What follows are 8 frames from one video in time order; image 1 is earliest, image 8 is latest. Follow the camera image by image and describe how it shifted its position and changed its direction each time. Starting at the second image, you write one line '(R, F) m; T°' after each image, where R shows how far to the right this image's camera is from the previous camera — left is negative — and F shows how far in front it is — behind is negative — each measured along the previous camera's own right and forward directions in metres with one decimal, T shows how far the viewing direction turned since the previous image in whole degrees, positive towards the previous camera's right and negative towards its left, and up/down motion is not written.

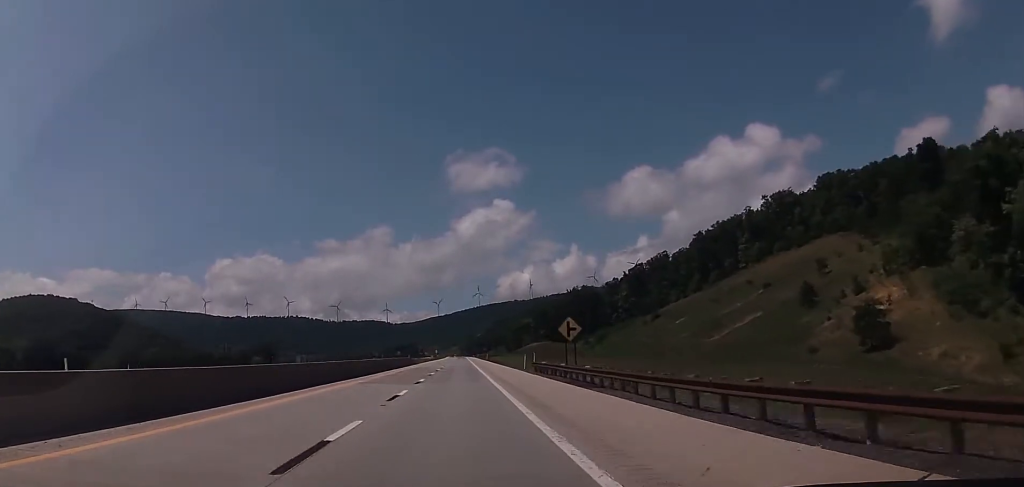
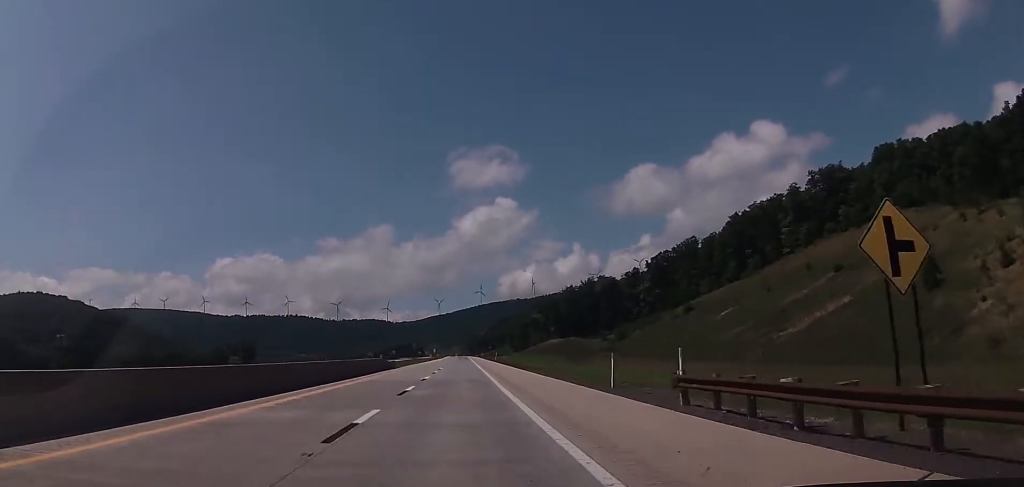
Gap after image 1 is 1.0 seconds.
(-0.1, +33.8) m; 0°
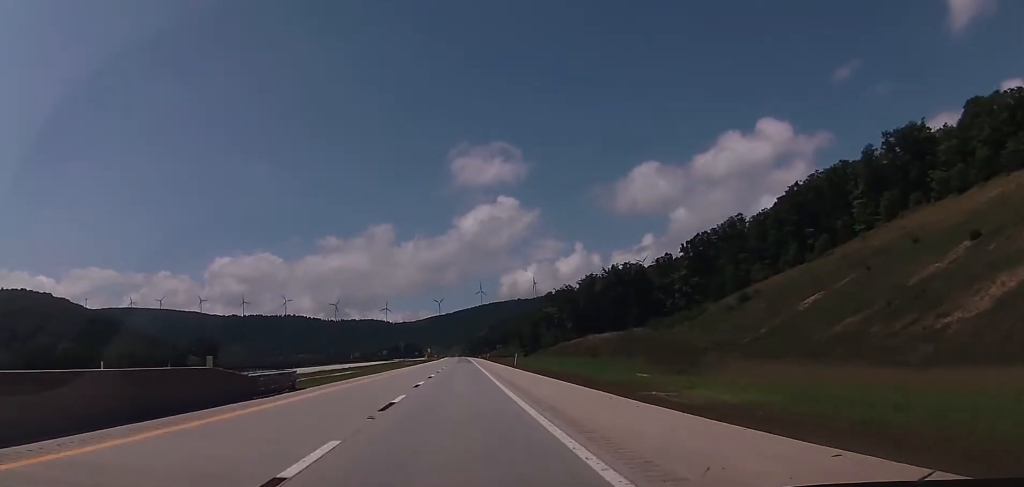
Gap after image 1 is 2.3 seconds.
(-0.1, +42.5) m; 0°
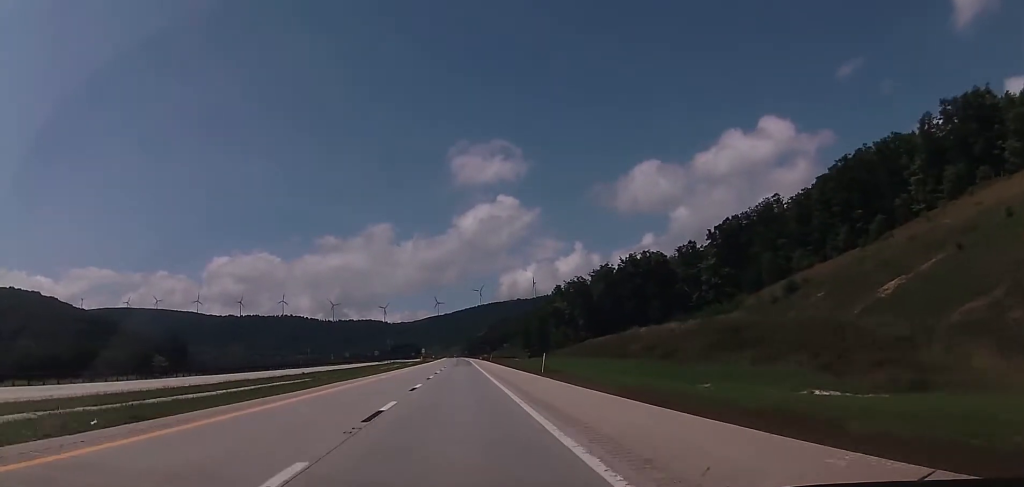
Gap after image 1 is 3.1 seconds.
(0.0, +26.3) m; 0°
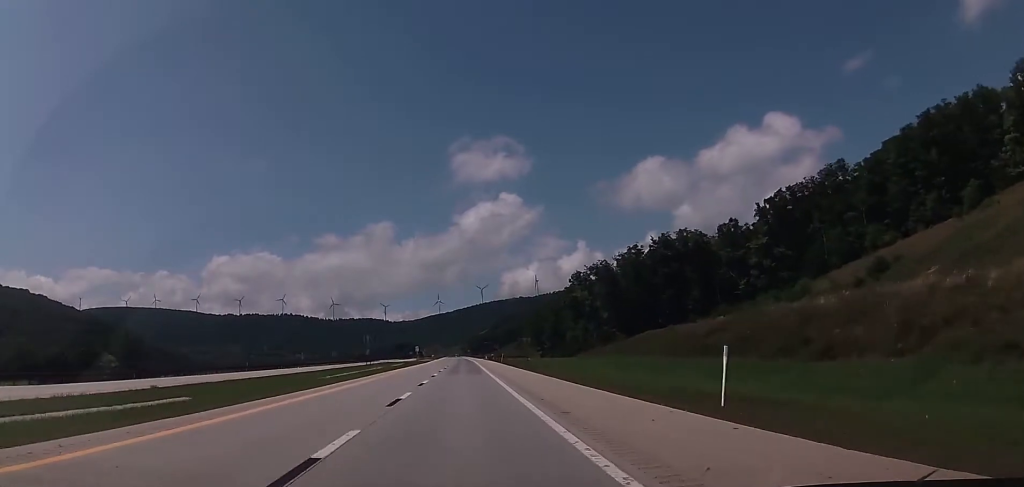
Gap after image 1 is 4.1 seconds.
(0.0, +33.1) m; +1°
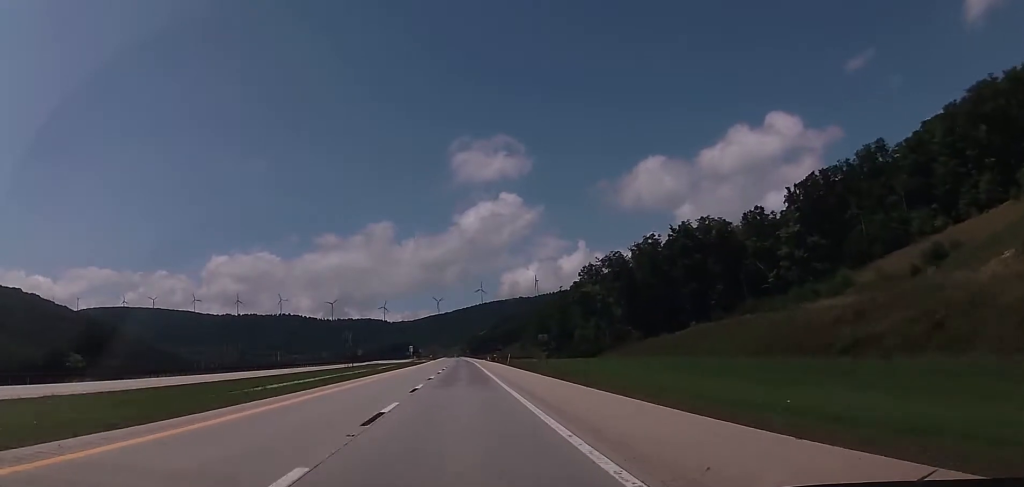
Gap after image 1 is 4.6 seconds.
(+0.1, +16.6) m; 0°
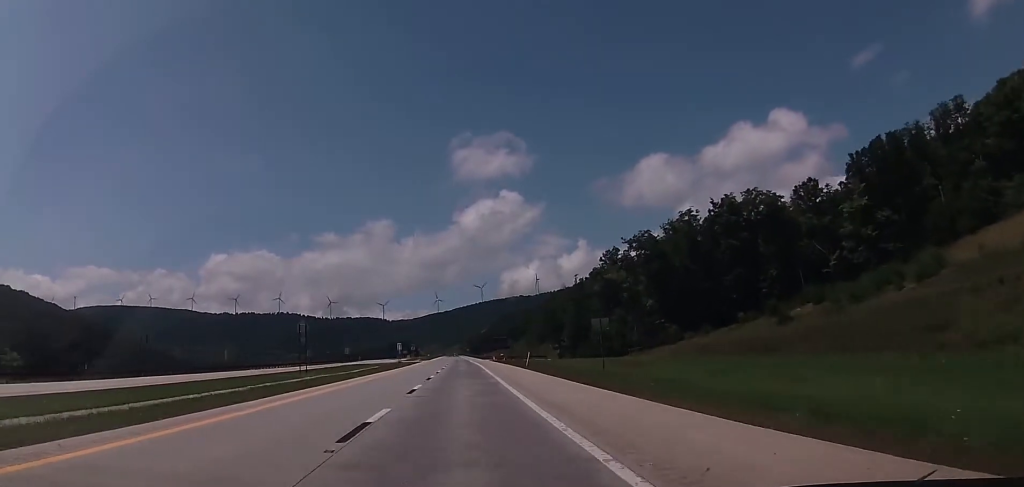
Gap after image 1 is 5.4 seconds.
(+0.4, +26.5) m; 0°
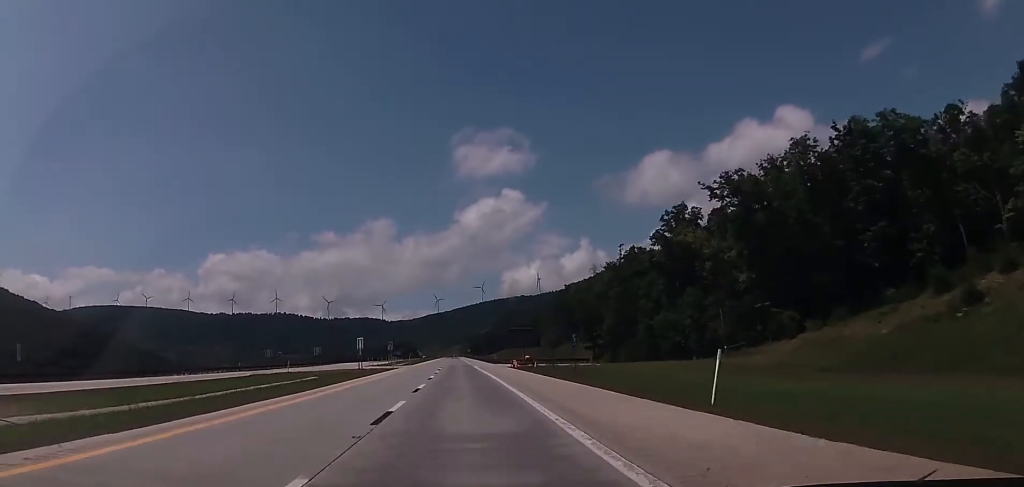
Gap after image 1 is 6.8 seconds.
(-0.7, +46.3) m; -1°
